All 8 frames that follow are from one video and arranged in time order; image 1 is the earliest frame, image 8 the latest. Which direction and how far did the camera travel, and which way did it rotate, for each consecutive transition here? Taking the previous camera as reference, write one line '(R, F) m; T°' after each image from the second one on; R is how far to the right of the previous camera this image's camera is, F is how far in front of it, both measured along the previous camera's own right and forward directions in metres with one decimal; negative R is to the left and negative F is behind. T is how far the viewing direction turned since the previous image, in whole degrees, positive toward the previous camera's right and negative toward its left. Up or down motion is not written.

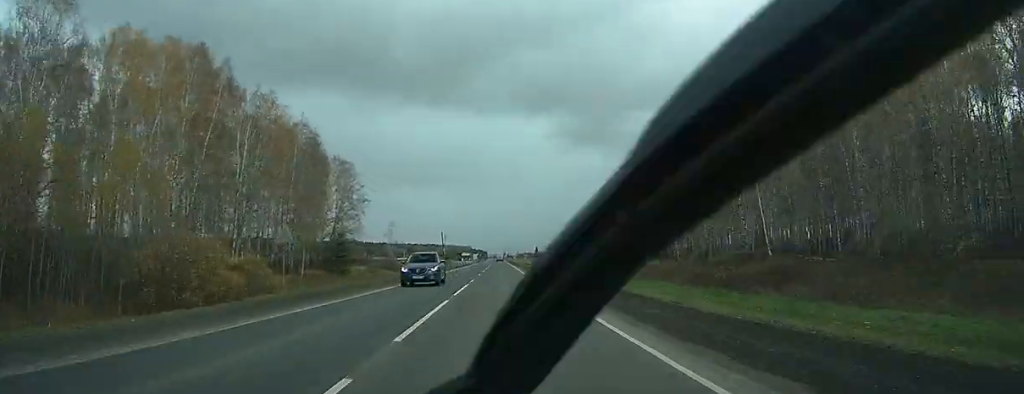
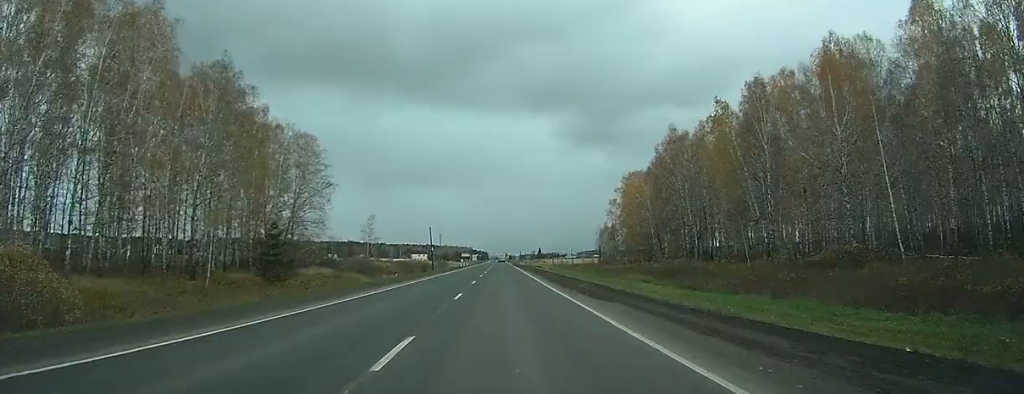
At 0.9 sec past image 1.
(+0.1, +25.9) m; 0°
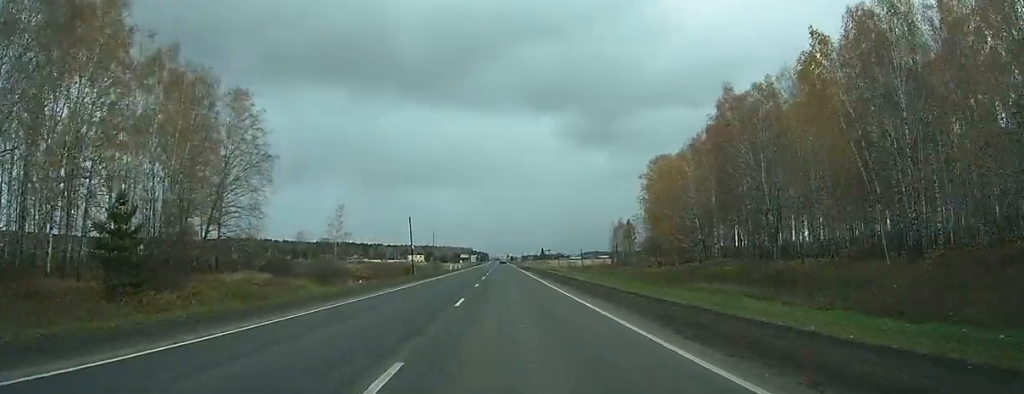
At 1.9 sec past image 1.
(-0.2, +27.5) m; 0°
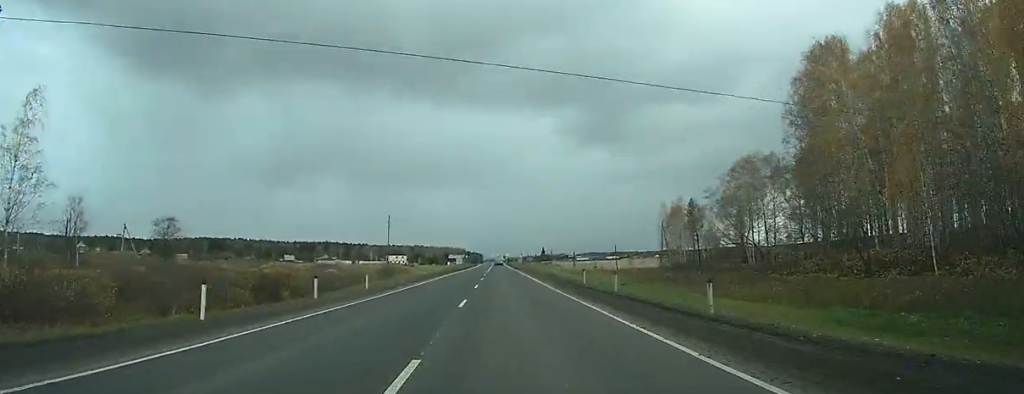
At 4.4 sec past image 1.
(+0.1, +74.3) m; 0°
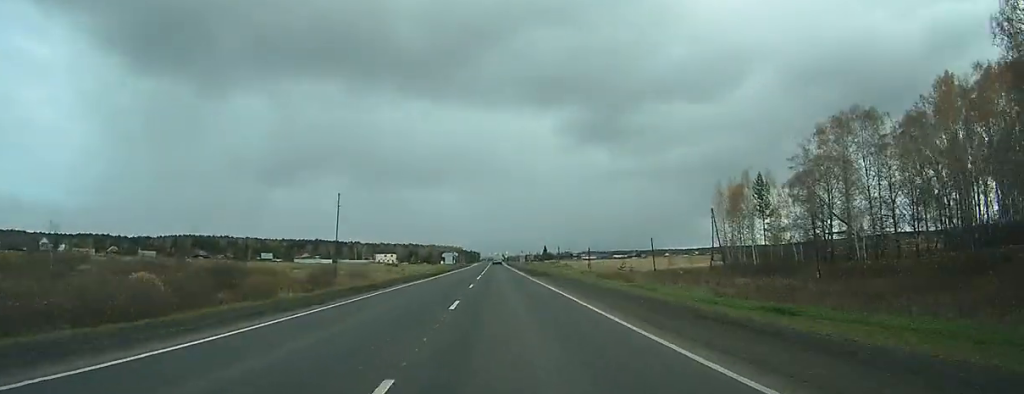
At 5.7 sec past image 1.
(+0.1, +37.6) m; 0°
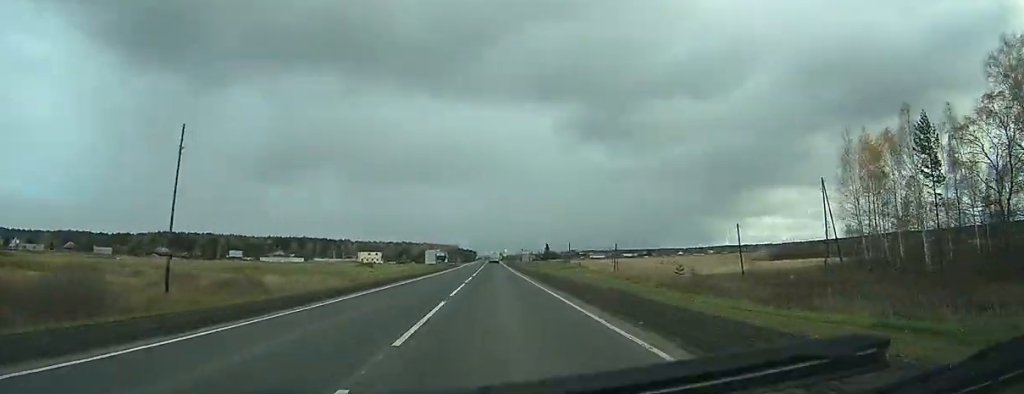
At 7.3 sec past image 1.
(0.0, +41.5) m; 0°
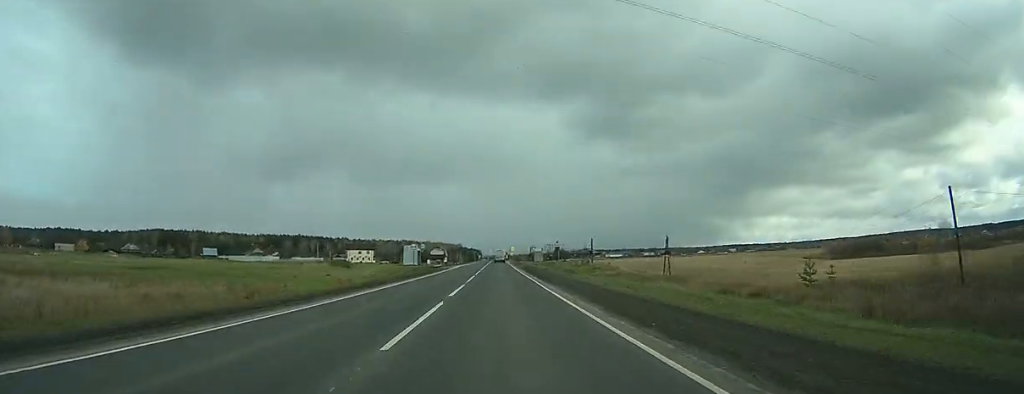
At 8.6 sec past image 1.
(0.0, +34.5) m; 0°
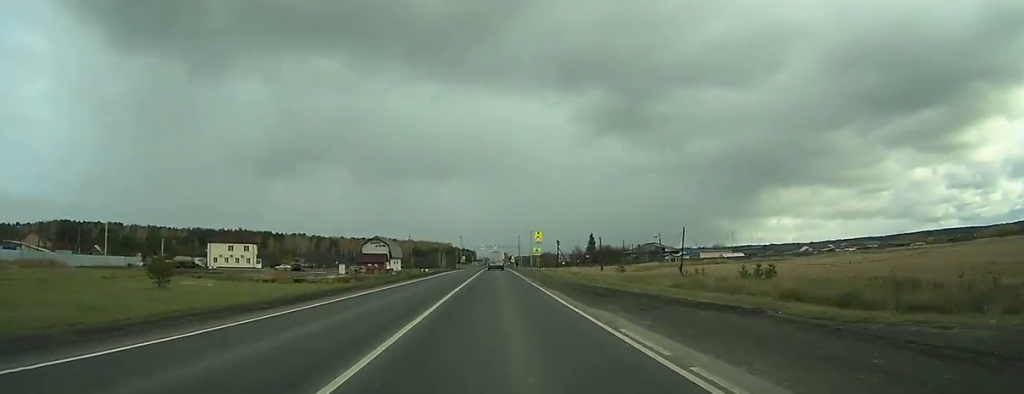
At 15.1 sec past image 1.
(-0.8, +155.9) m; -1°
